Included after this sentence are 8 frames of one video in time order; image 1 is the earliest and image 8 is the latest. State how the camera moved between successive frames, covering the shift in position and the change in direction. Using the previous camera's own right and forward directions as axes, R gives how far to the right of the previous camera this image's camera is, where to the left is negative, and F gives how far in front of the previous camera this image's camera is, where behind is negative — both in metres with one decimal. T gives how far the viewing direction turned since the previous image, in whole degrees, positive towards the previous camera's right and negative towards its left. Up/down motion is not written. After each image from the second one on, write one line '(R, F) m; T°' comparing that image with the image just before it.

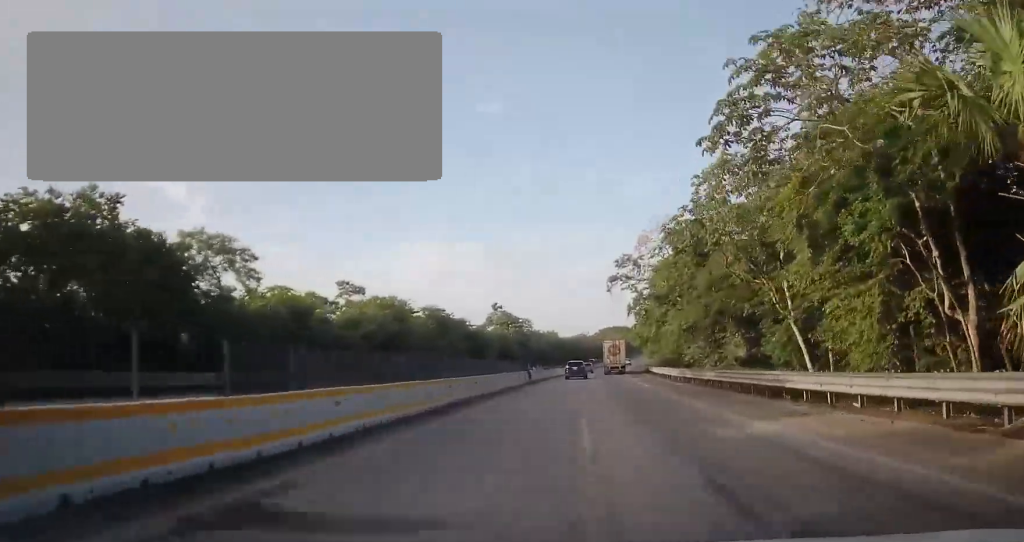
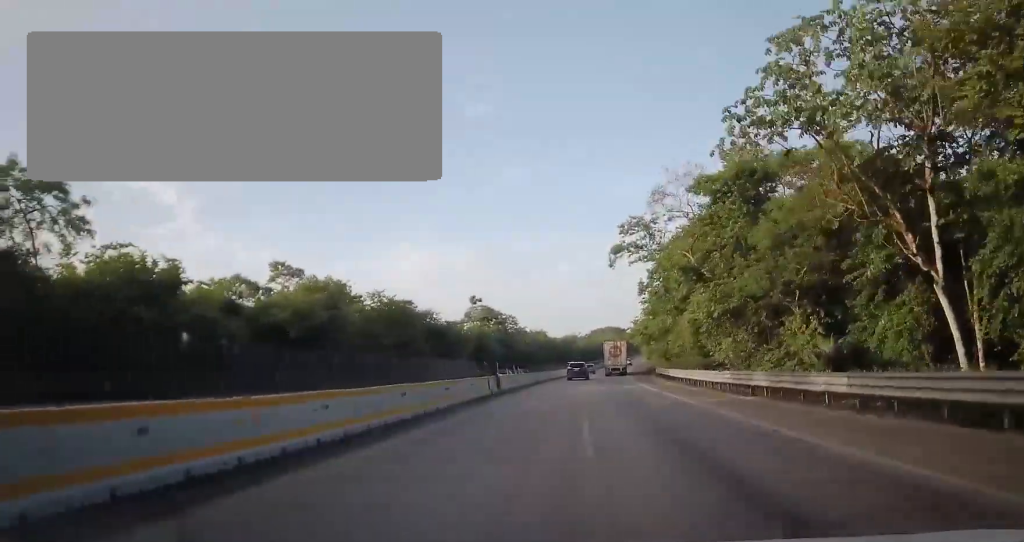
(+0.6, +15.6) m; +1°
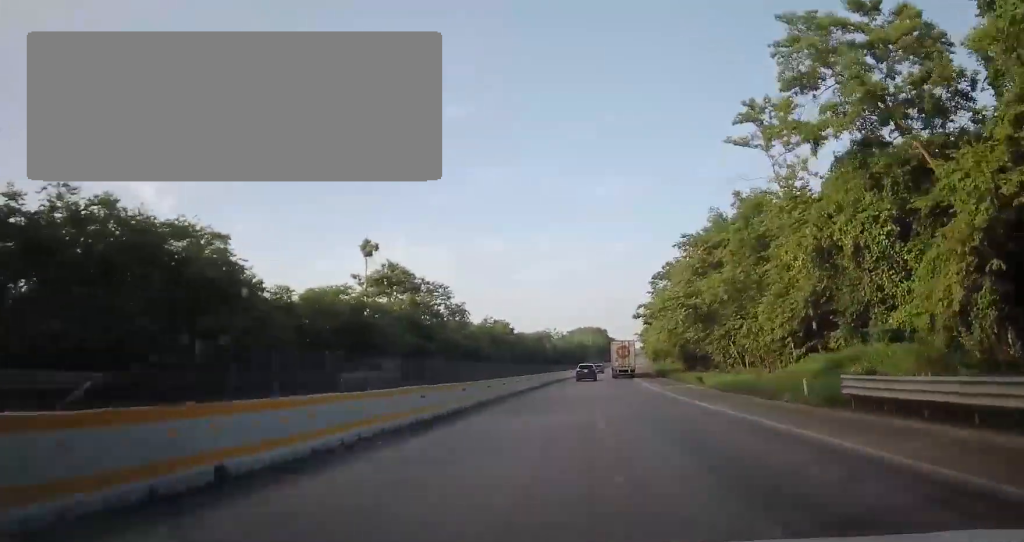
(+0.7, +45.0) m; +1°
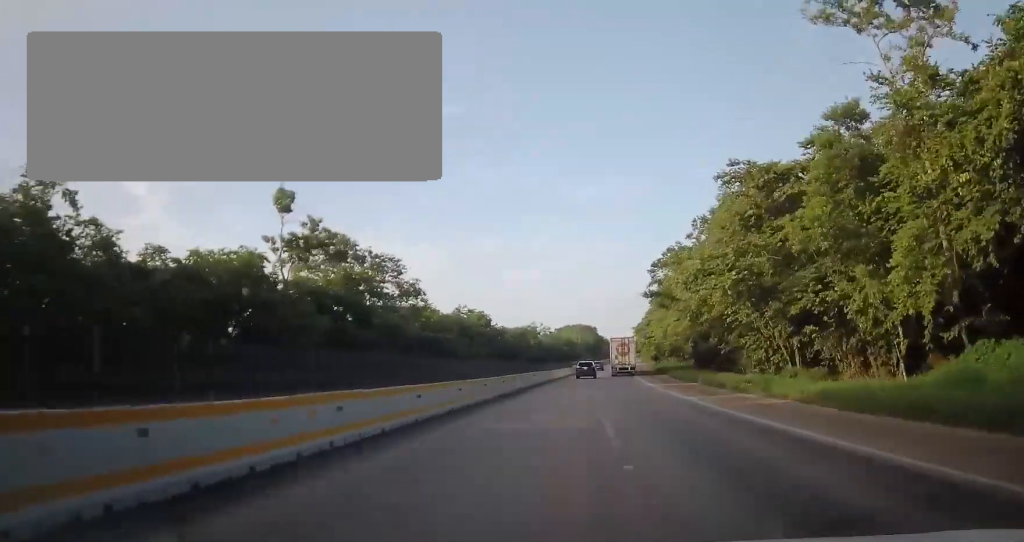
(0.0, +15.7) m; +1°
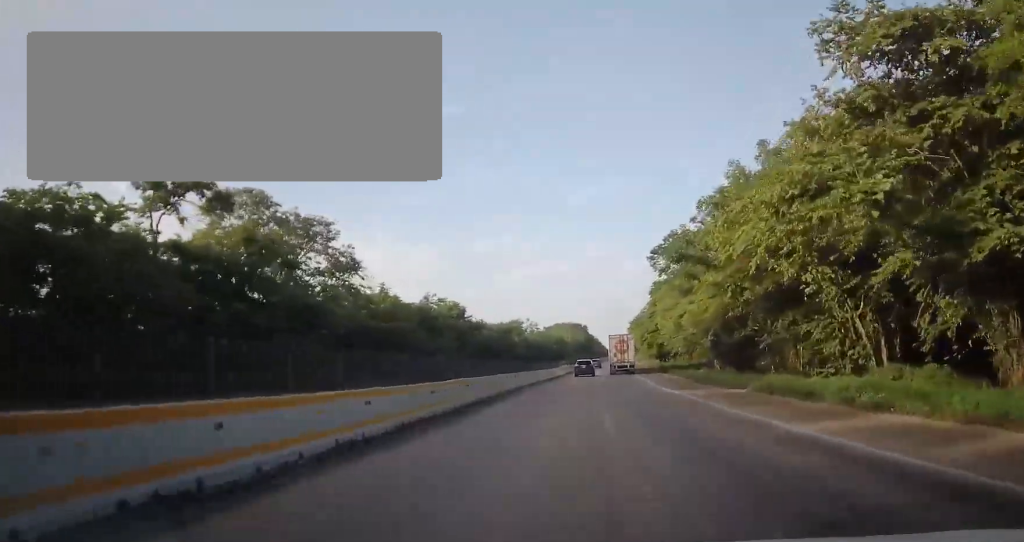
(+0.2, +13.7) m; +1°
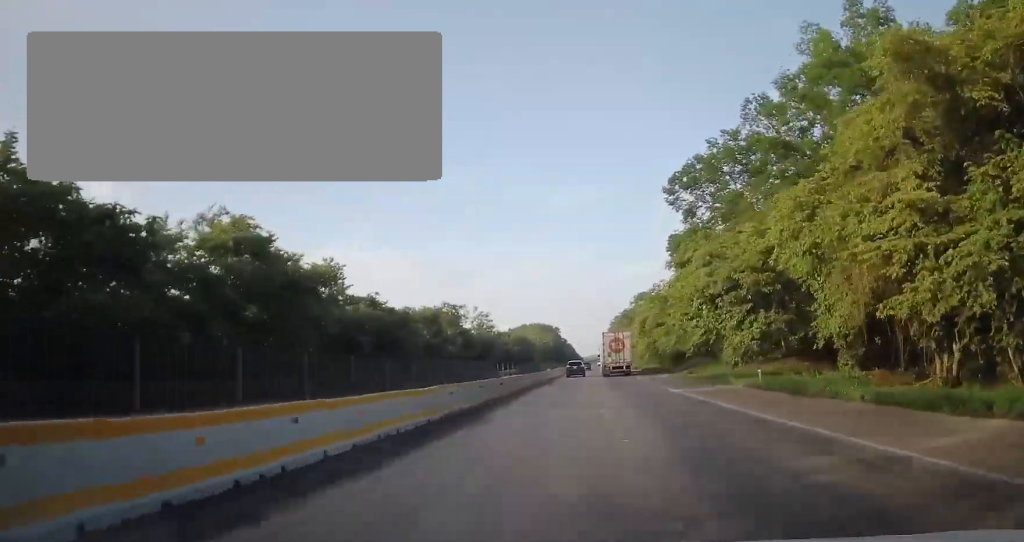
(+0.6, +43.0) m; +3°
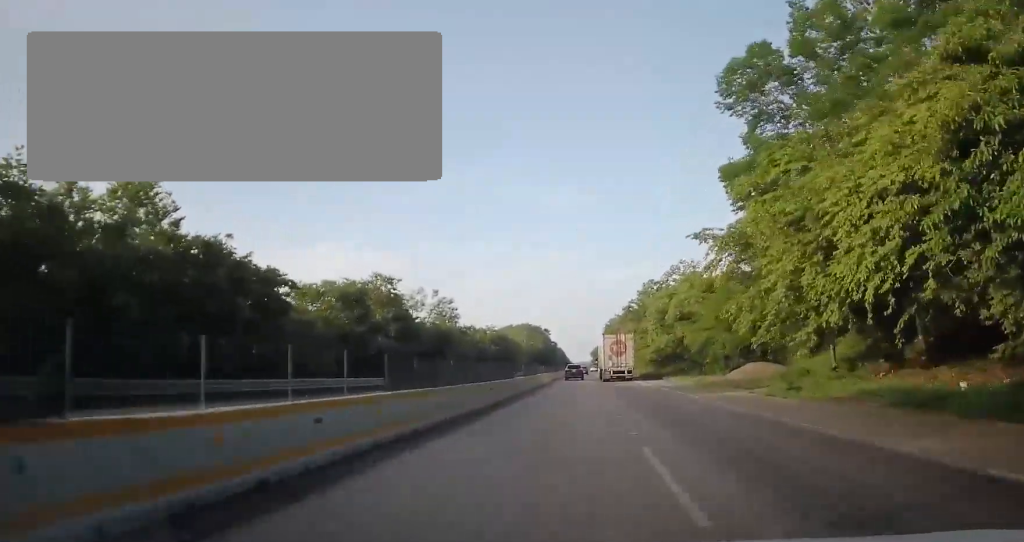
(+0.7, +25.4) m; +2°
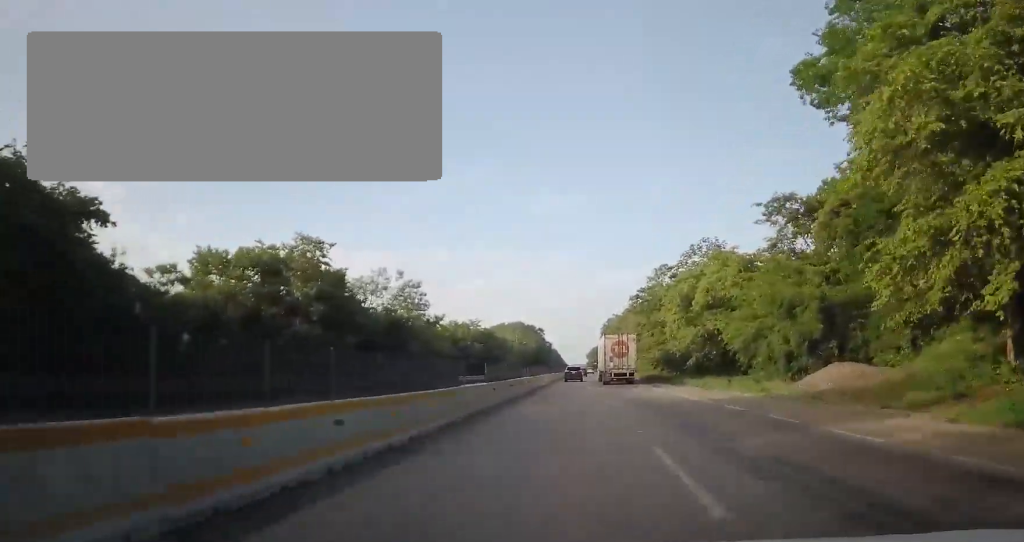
(0.0, +15.3) m; 0°
